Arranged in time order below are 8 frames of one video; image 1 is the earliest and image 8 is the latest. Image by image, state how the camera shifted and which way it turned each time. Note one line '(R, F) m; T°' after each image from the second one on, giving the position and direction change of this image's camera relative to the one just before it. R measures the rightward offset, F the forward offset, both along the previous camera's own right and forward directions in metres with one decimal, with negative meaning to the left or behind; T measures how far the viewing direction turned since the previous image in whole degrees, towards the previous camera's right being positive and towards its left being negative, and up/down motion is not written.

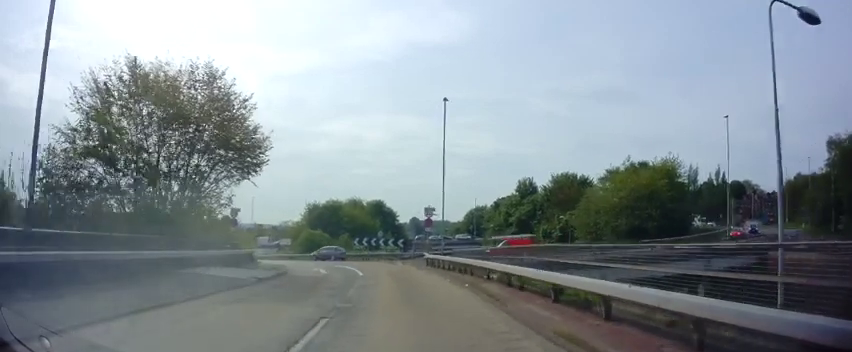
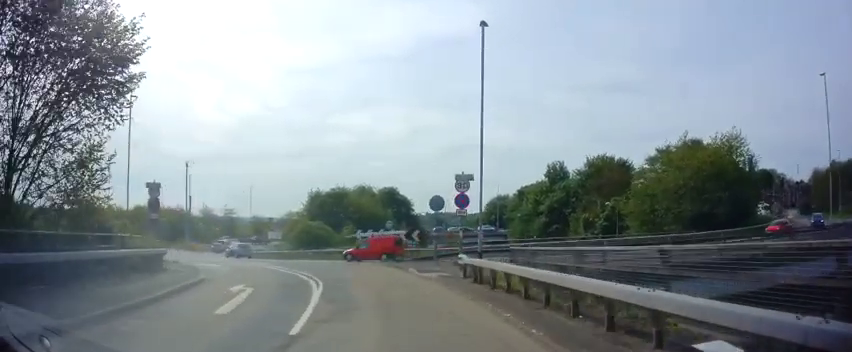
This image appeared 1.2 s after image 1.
(-0.5, +13.2) m; -3°
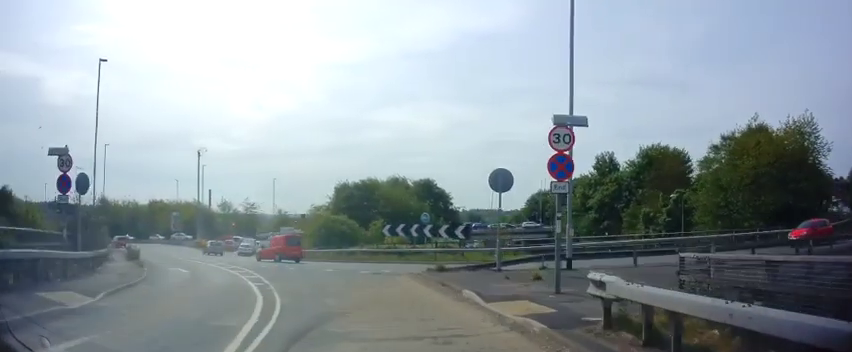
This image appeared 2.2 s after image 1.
(+0.1, +8.9) m; -5°
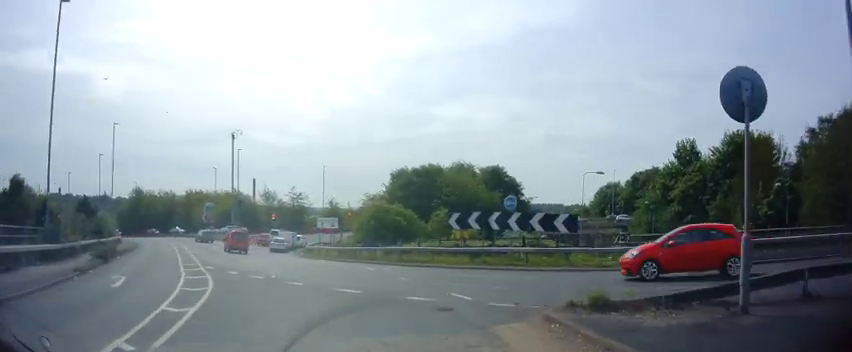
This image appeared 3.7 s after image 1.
(-1.1, +9.7) m; -7°
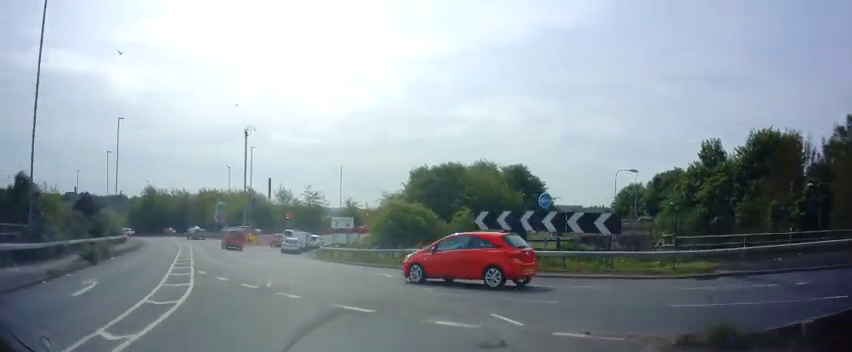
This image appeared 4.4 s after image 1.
(0.0, +3.0) m; -3°
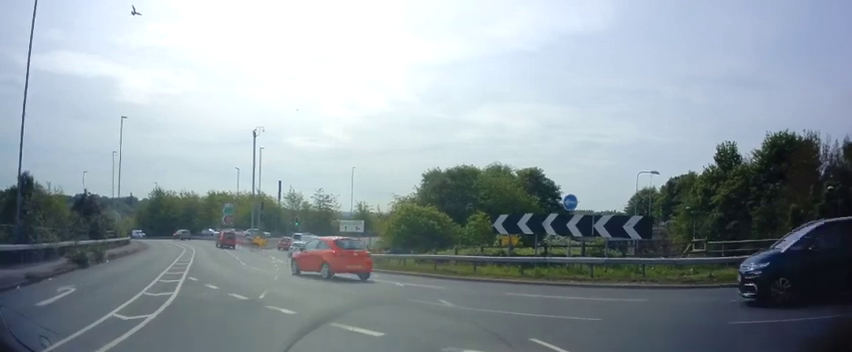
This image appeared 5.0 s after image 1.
(0.0, +1.8) m; -6°
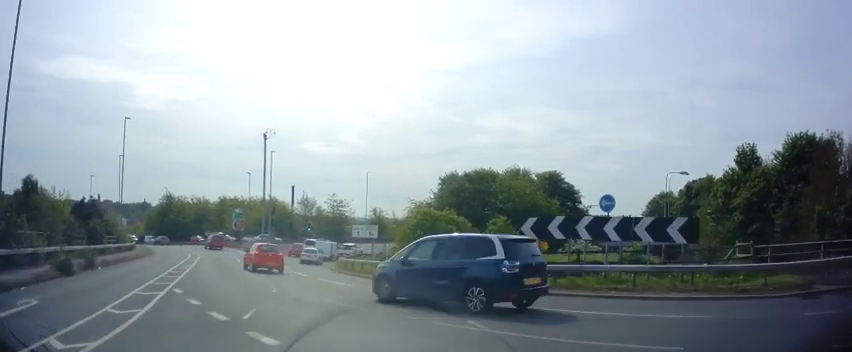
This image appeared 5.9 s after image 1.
(-0.2, +2.0) m; +1°
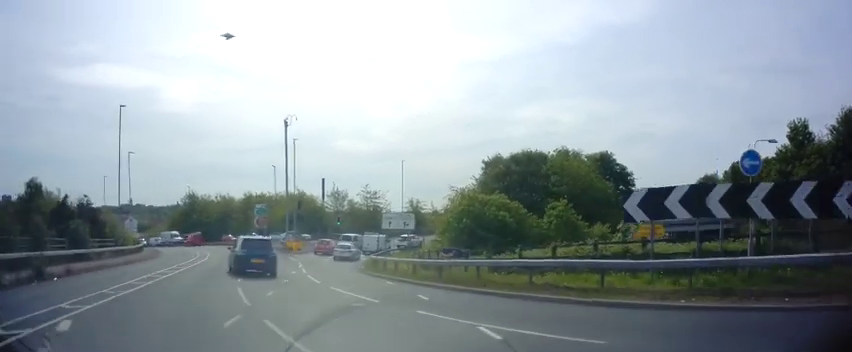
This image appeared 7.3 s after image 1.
(+0.4, +5.0) m; -1°
